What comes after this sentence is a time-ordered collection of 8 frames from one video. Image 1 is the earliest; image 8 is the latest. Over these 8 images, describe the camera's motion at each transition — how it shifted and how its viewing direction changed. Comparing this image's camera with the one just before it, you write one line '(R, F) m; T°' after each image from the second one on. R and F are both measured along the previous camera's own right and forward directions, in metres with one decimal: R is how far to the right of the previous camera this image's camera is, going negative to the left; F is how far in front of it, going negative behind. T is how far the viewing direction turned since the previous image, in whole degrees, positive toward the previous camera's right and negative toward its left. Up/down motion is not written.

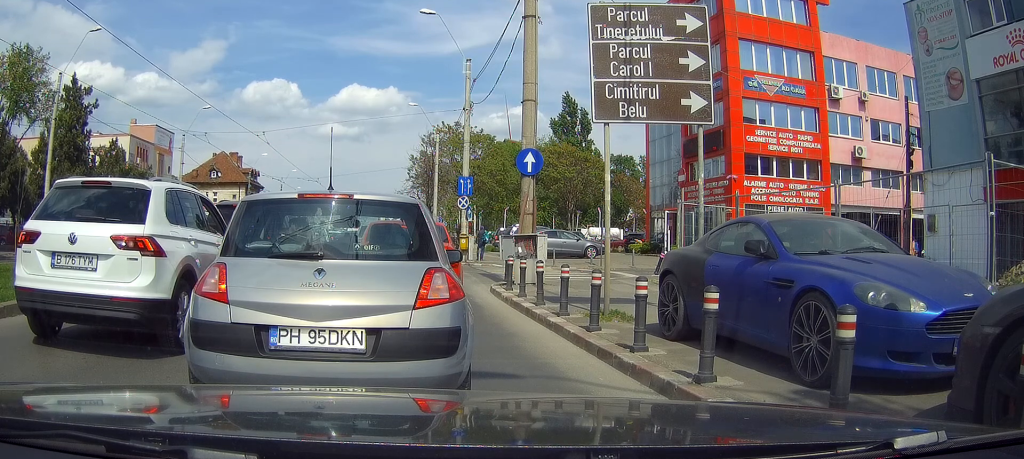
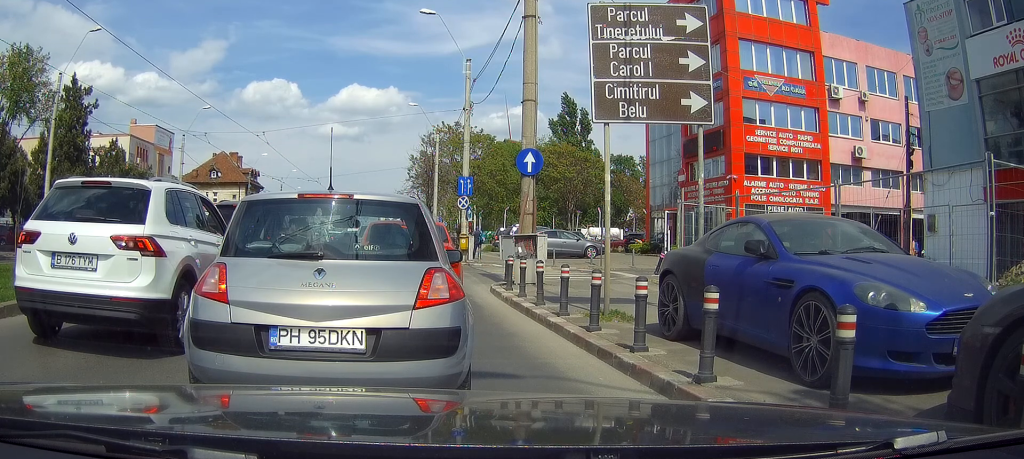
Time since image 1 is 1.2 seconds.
(0.0, 0.0) m; 0°
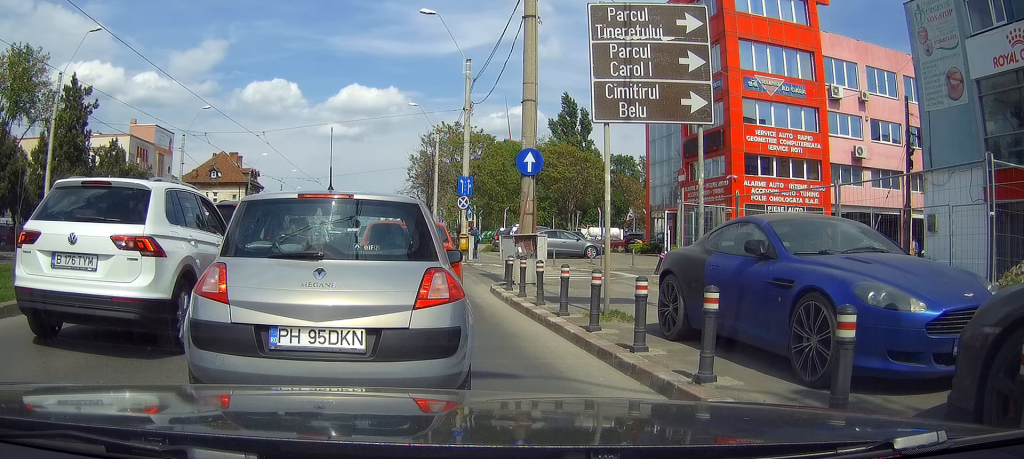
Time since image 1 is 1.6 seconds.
(0.0, 0.0) m; 0°
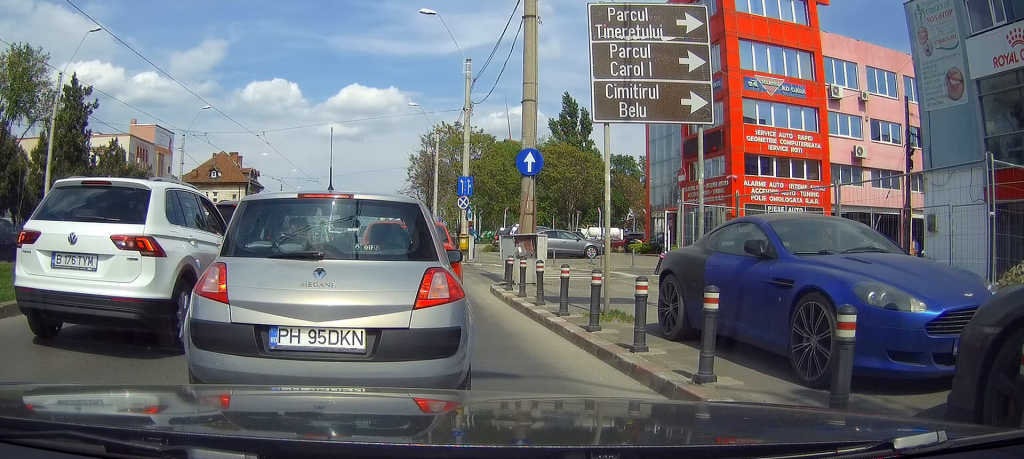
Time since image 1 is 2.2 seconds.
(0.0, 0.0) m; 0°
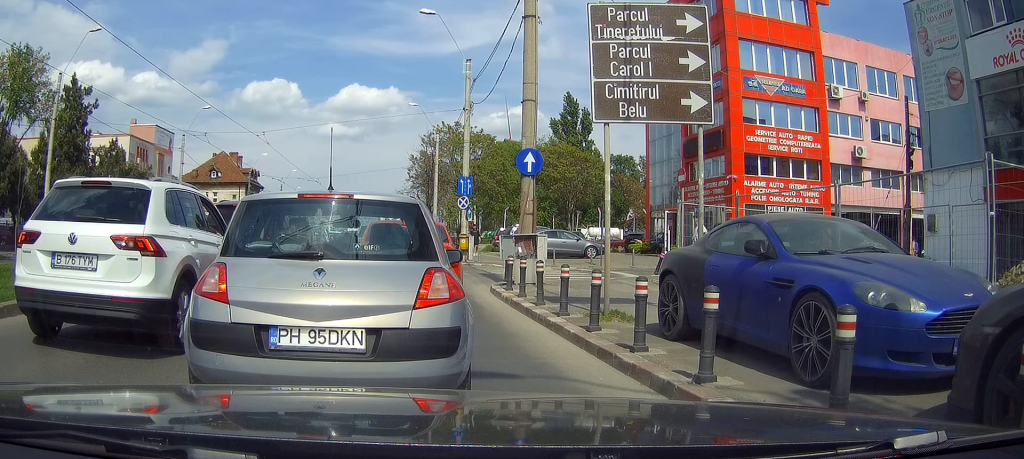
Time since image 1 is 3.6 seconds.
(0.0, 0.0) m; 0°
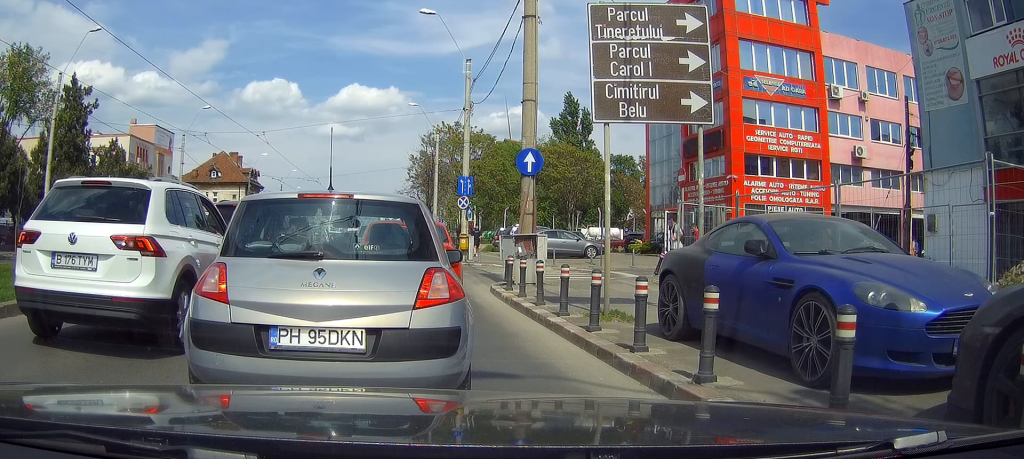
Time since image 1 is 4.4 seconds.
(0.0, 0.0) m; 0°
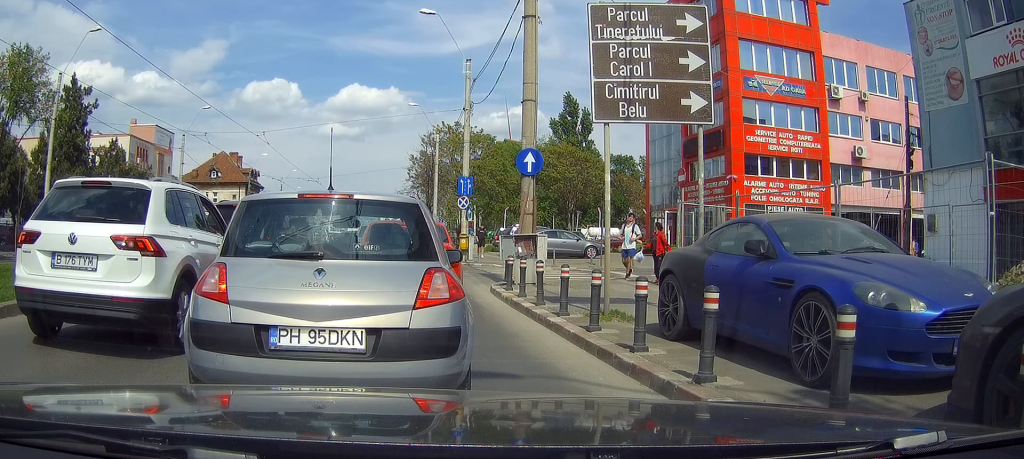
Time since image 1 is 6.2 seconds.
(0.0, 0.0) m; 0°
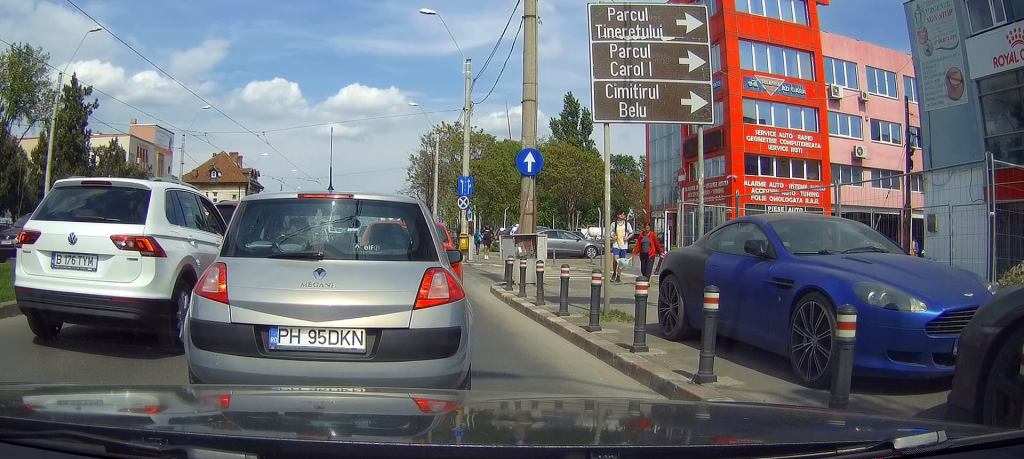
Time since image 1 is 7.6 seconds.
(0.0, 0.0) m; 0°
